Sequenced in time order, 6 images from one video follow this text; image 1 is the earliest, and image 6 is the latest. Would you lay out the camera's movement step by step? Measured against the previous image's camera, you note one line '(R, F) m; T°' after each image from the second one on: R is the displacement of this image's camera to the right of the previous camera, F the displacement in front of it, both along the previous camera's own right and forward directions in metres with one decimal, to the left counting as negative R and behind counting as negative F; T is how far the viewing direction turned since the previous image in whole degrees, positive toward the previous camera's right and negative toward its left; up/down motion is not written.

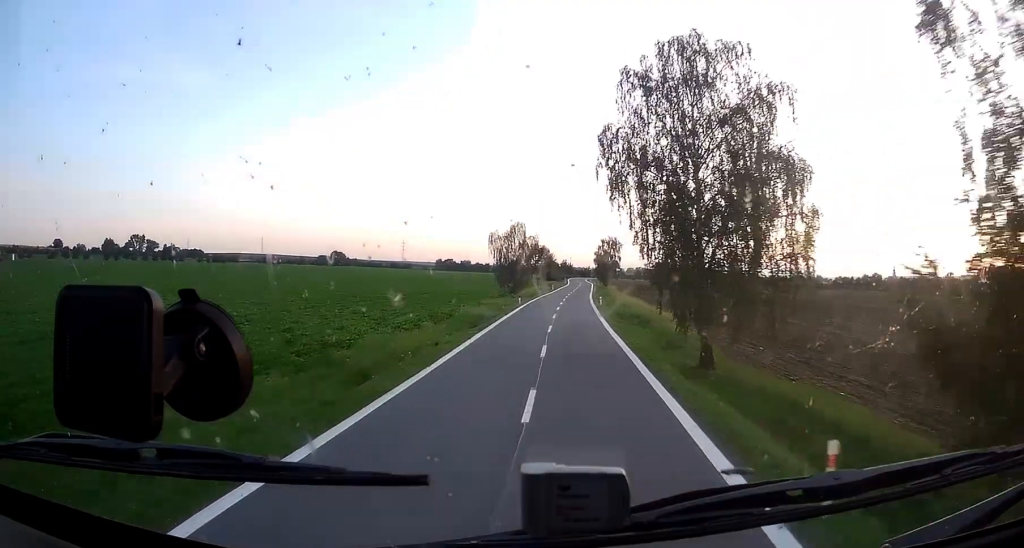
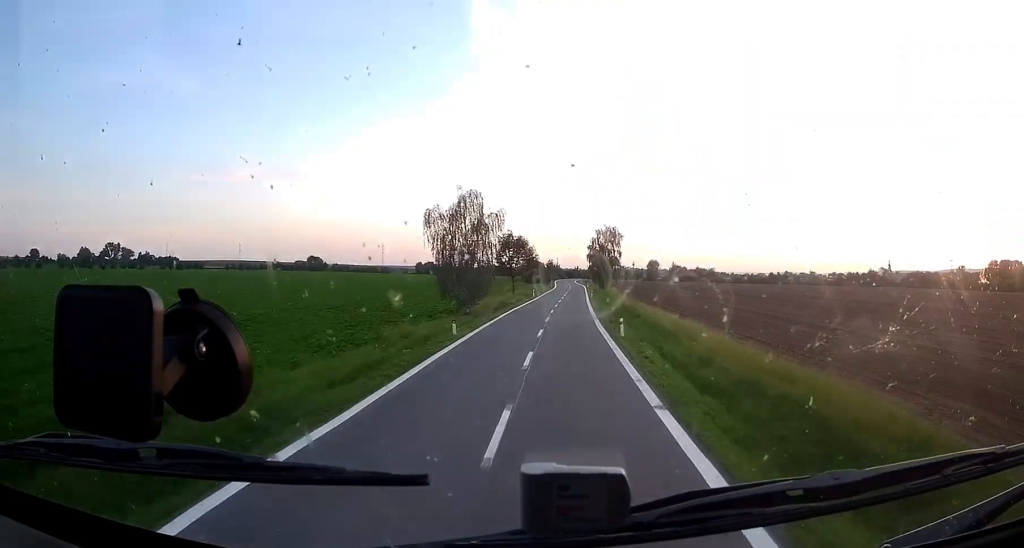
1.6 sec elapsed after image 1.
(-0.6, +29.6) m; -2°
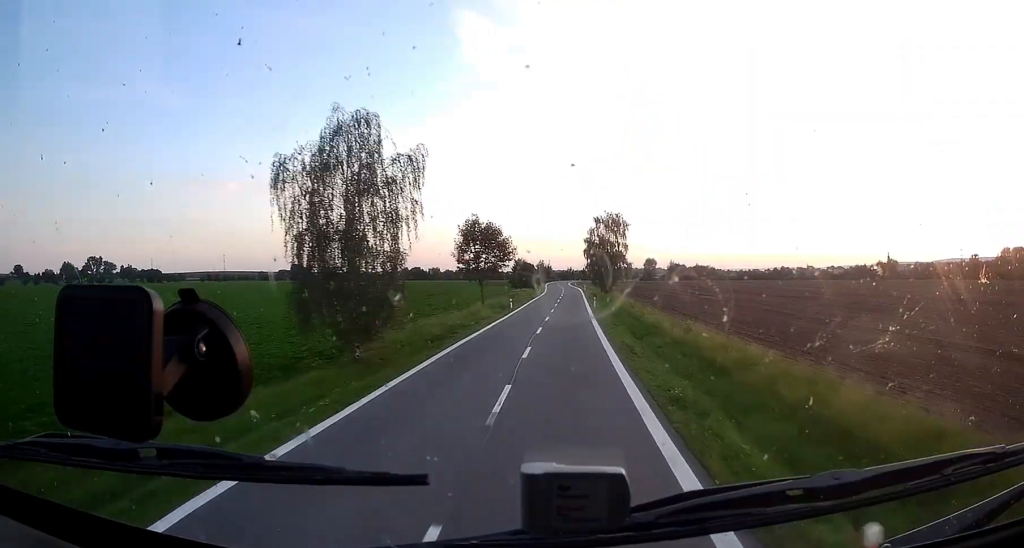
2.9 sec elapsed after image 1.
(+0.1, +23.6) m; +1°
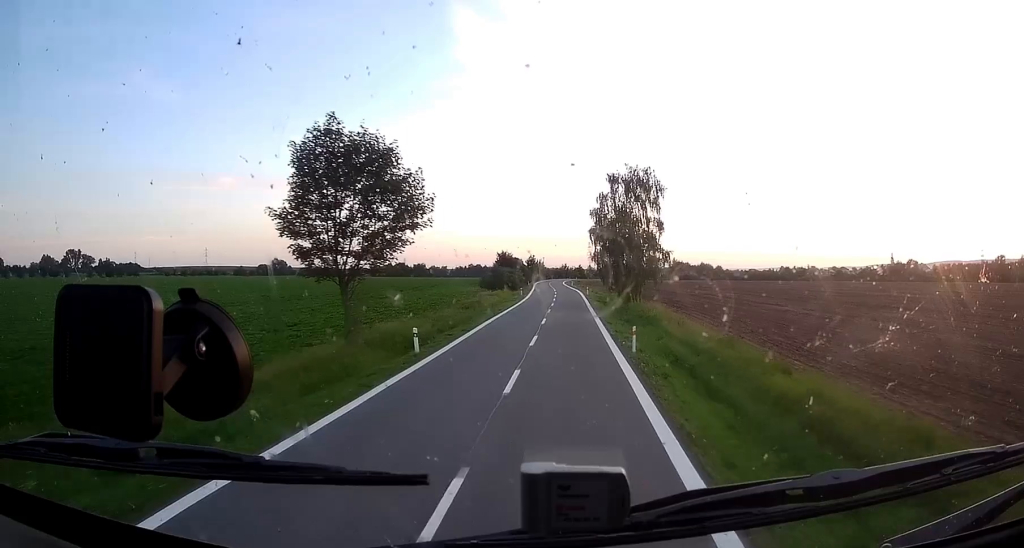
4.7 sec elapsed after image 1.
(+0.1, +33.4) m; +1°
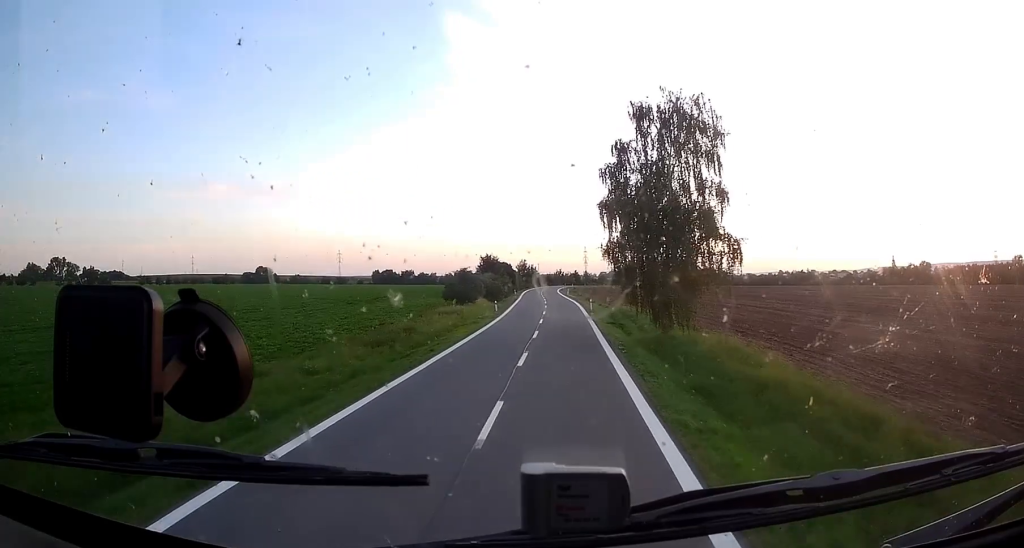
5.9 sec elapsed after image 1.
(+0.1, +21.7) m; +1°
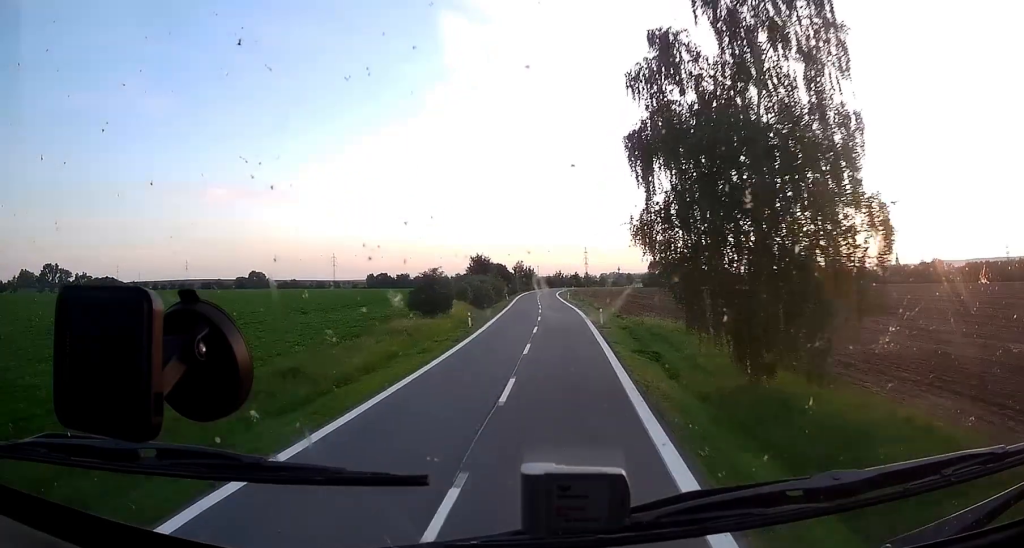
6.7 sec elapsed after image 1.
(+0.1, +13.7) m; -1°
